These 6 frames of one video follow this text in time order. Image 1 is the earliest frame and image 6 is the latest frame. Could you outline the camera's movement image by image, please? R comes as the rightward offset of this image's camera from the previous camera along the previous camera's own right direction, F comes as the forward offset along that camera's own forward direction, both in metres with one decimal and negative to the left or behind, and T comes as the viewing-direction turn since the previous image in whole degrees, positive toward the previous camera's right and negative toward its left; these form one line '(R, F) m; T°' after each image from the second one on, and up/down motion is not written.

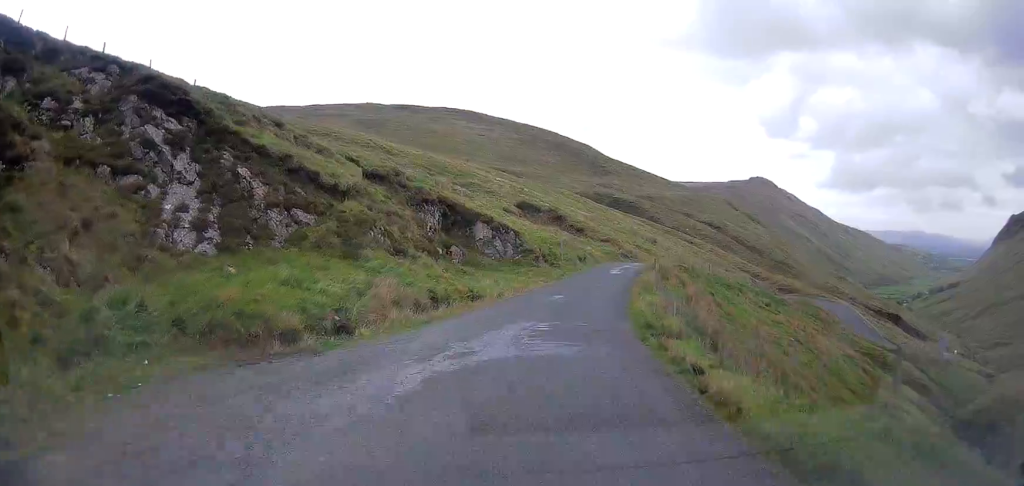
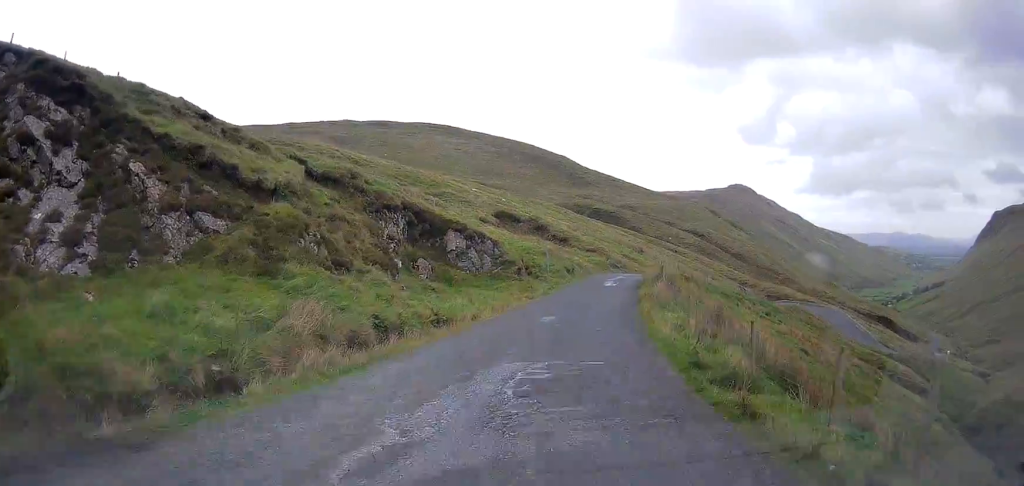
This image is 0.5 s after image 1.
(0.0, +6.5) m; +2°
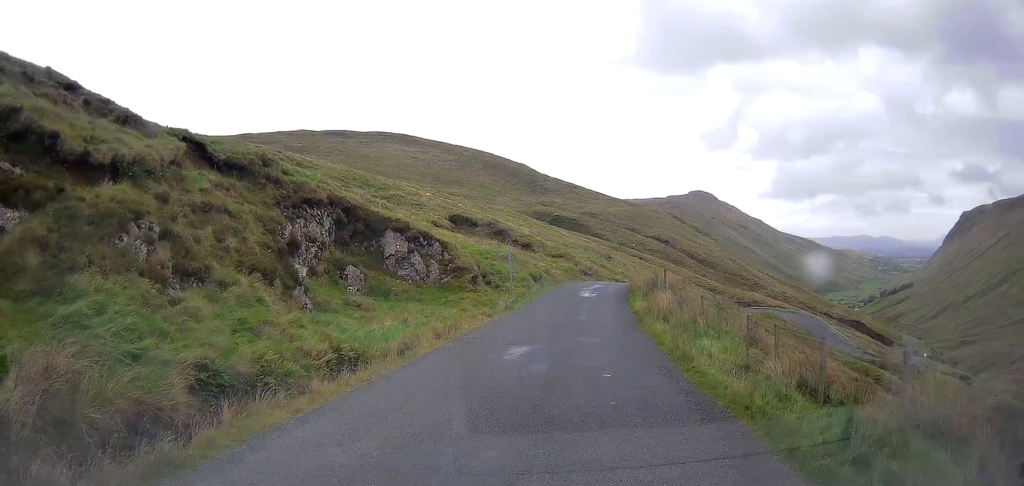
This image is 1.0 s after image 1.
(+0.3, +8.0) m; +3°
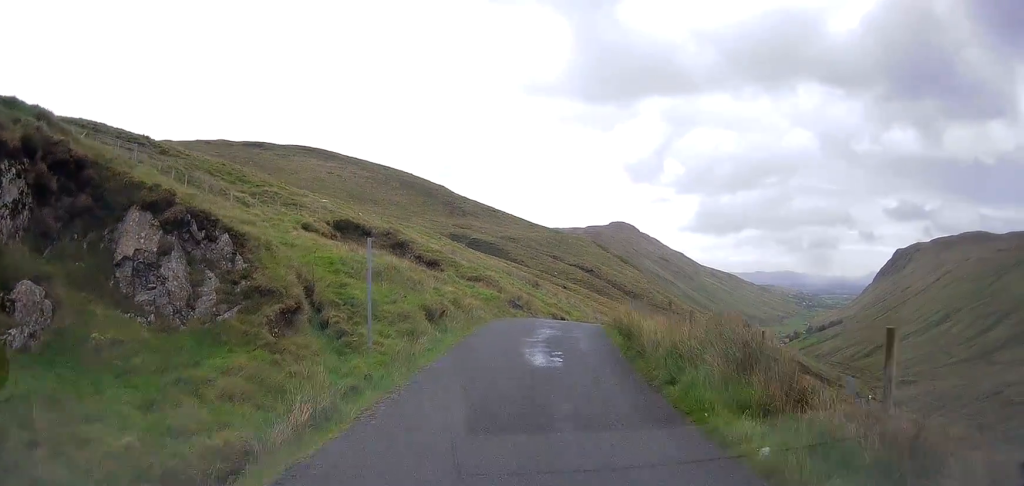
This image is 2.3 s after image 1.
(+1.0, +18.2) m; +7°
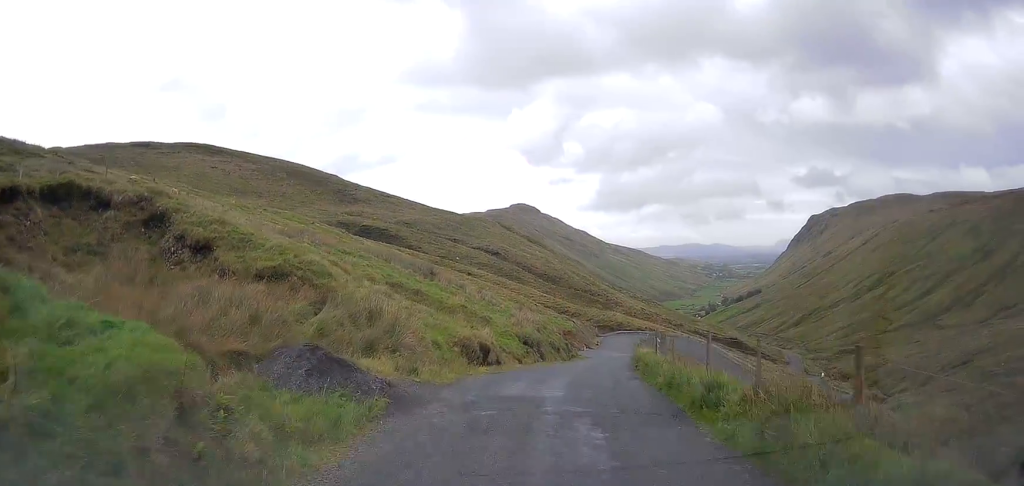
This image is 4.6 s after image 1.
(+2.5, +29.7) m; +10°
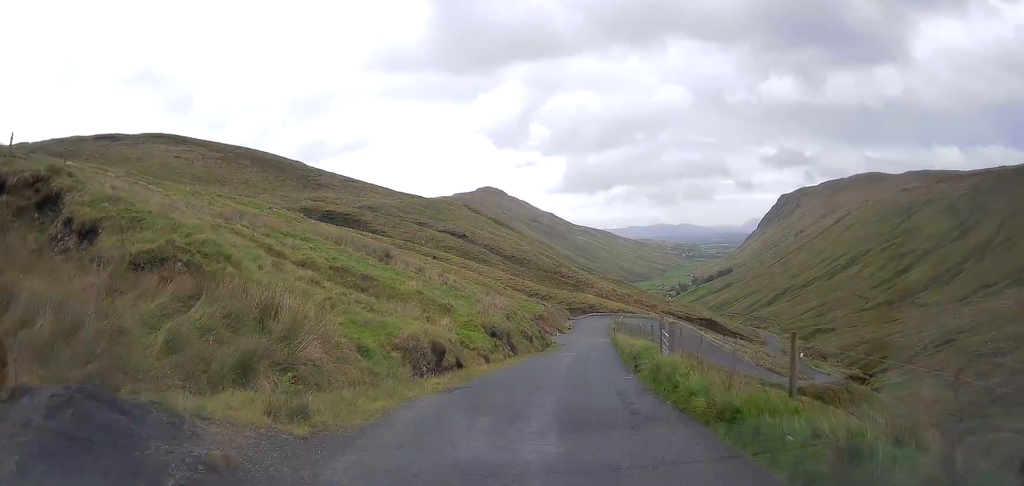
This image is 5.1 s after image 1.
(+0.3, +6.0) m; +3°
